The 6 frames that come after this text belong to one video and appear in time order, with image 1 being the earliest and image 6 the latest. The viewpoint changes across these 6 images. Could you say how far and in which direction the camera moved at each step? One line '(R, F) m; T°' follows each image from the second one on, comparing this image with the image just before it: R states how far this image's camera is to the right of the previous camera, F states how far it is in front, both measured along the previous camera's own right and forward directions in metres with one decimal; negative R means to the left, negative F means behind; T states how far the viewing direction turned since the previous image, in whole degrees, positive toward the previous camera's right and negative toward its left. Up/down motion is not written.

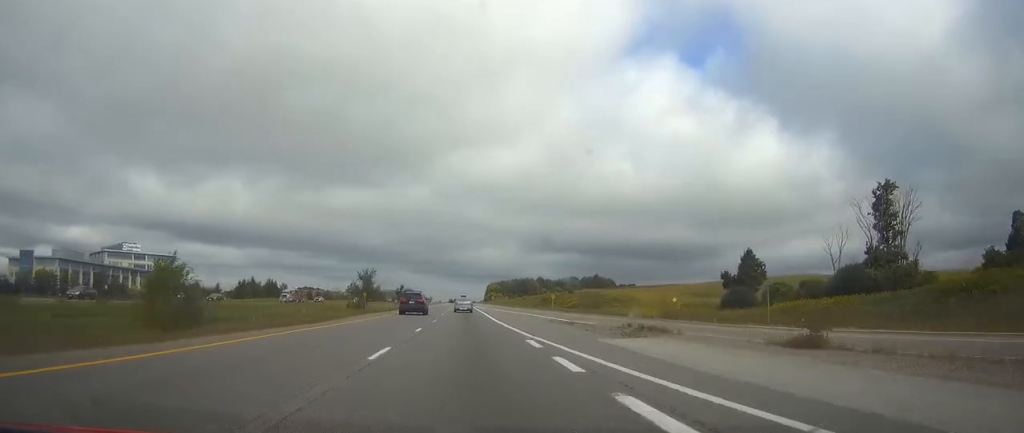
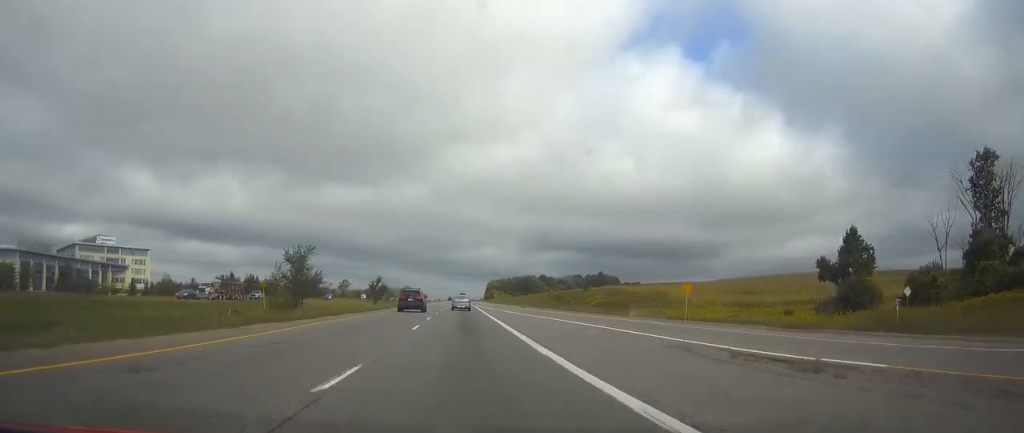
(+0.1, +28.4) m; 0°
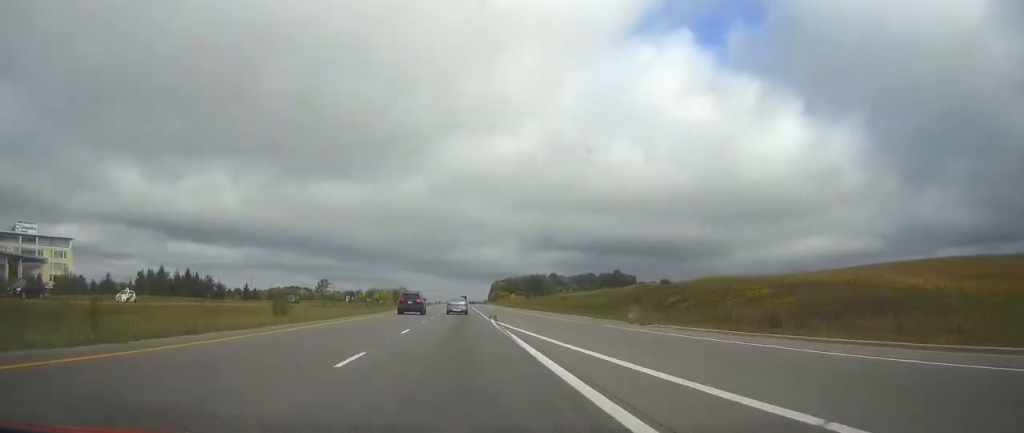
(-0.1, +72.4) m; 0°
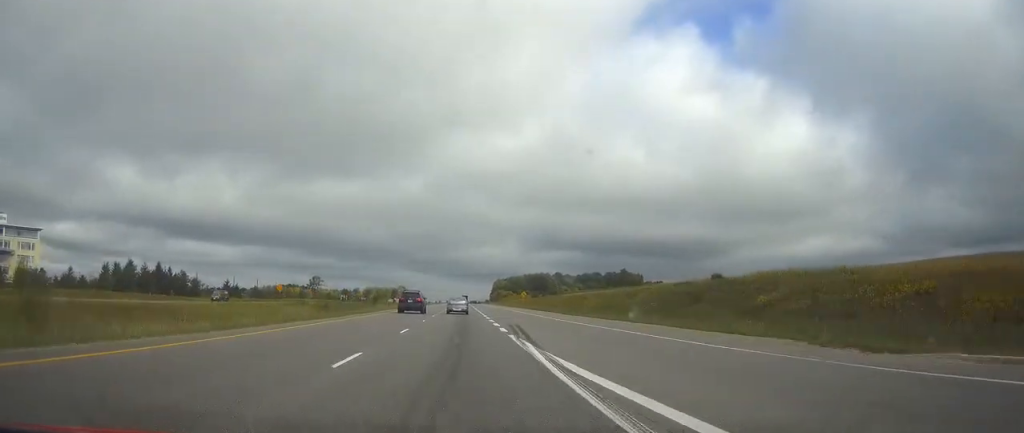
(0.0, +23.7) m; 0°
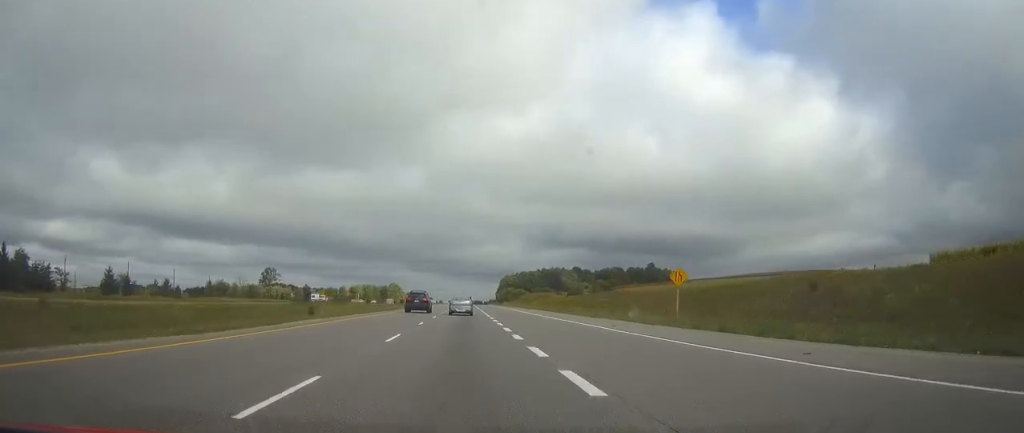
(-0.1, +88.5) m; 0°
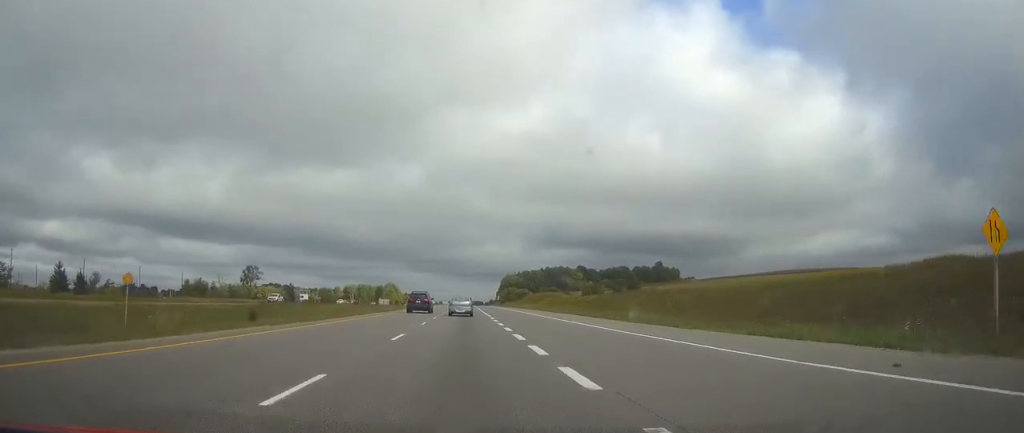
(0.0, +23.4) m; 0°
